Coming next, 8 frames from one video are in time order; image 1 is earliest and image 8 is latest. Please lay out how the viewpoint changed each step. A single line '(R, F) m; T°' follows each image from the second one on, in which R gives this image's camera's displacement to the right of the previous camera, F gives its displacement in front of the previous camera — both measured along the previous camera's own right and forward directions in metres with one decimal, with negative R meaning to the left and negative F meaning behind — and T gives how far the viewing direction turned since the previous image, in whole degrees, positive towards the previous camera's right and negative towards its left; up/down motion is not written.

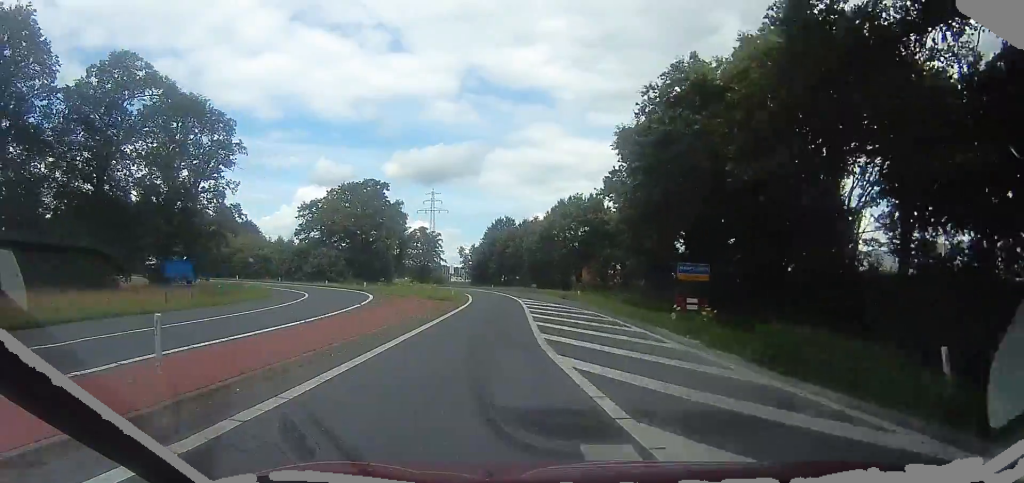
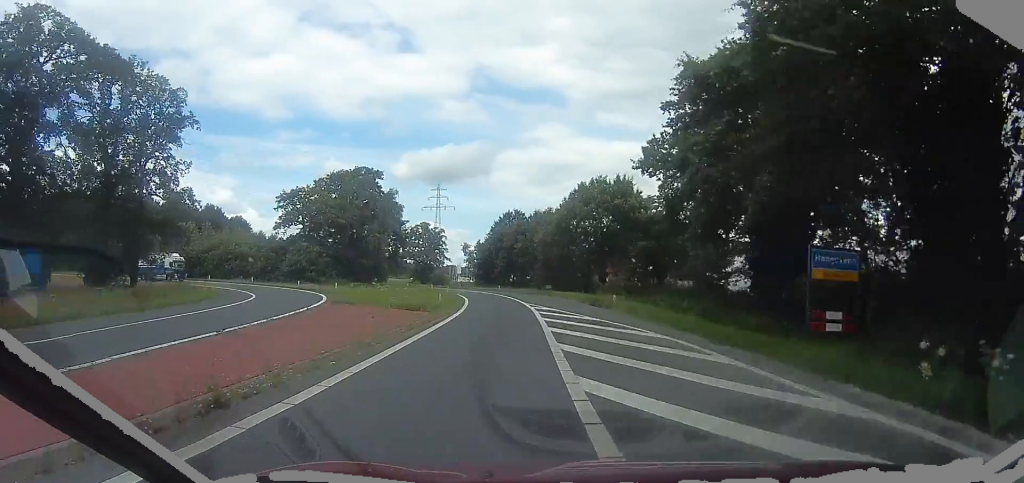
(-0.2, +10.7) m; -1°
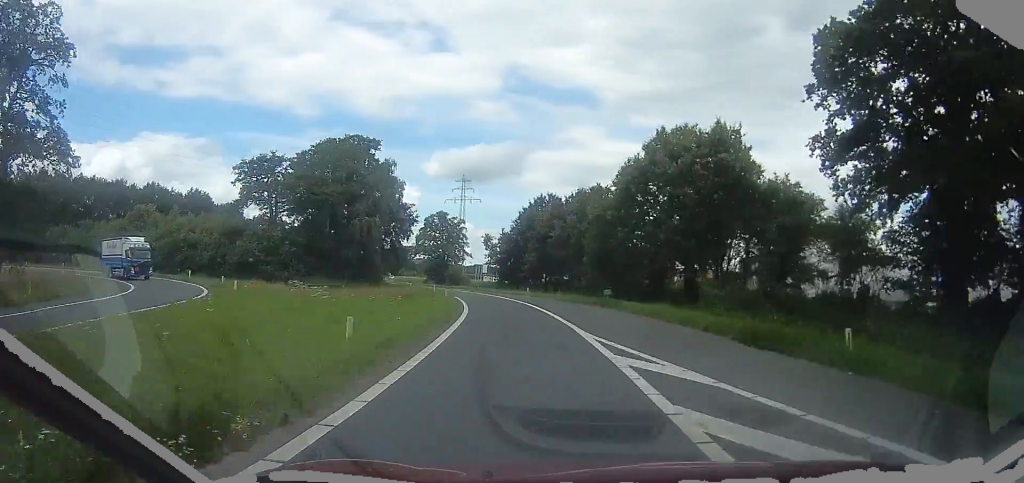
(+0.1, +18.3) m; -4°
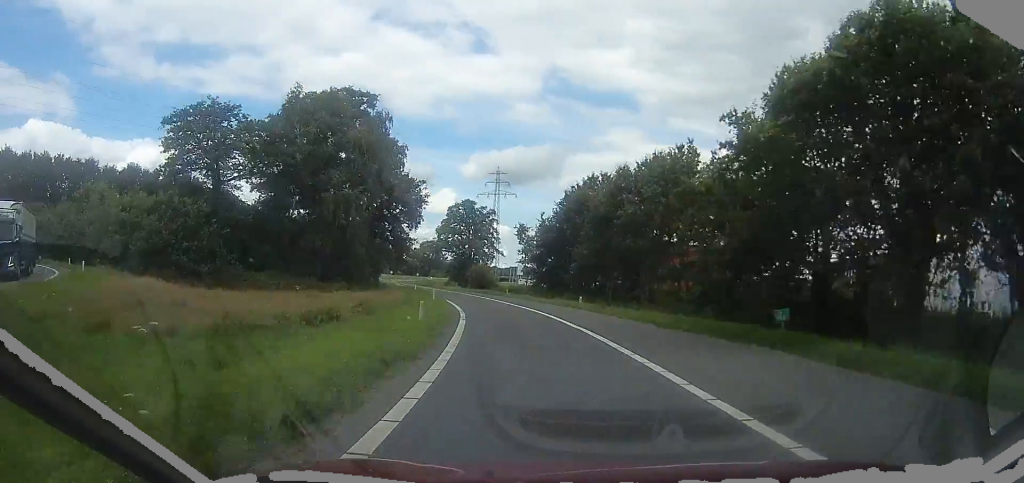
(-1.2, +17.3) m; -5°
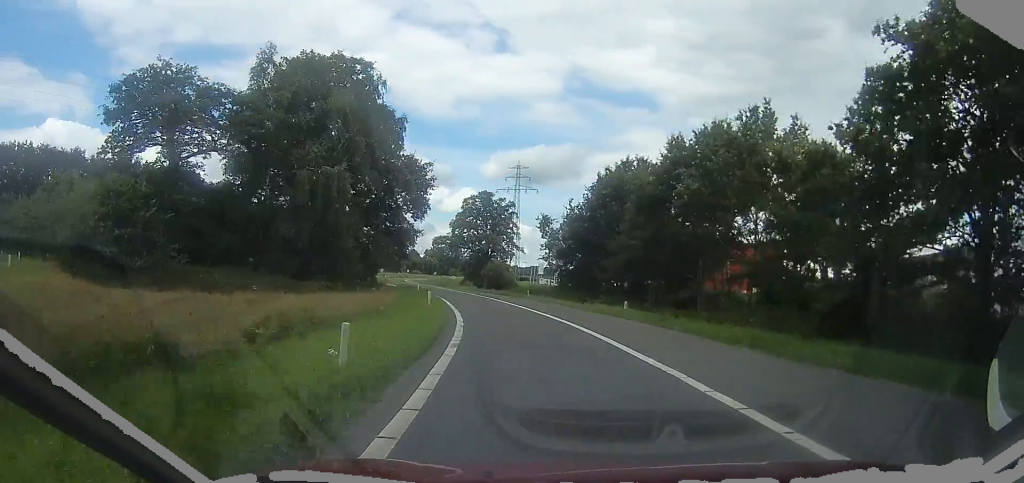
(-0.1, +7.8) m; -1°
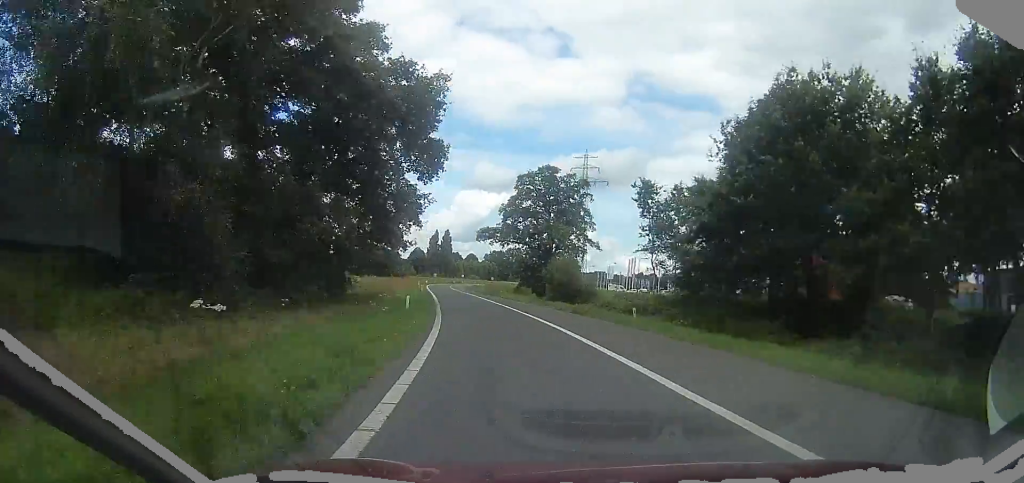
(-0.5, +21.0) m; -5°
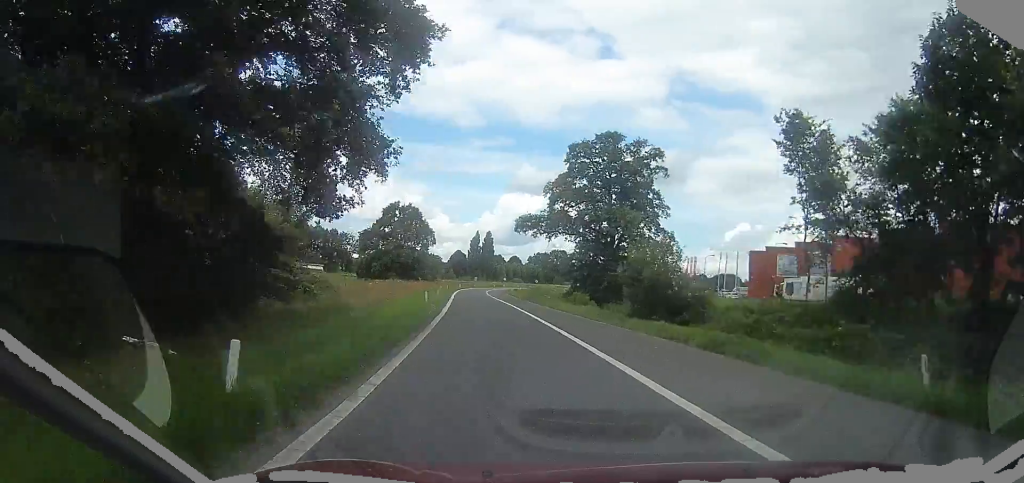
(-0.7, +14.0) m; -4°
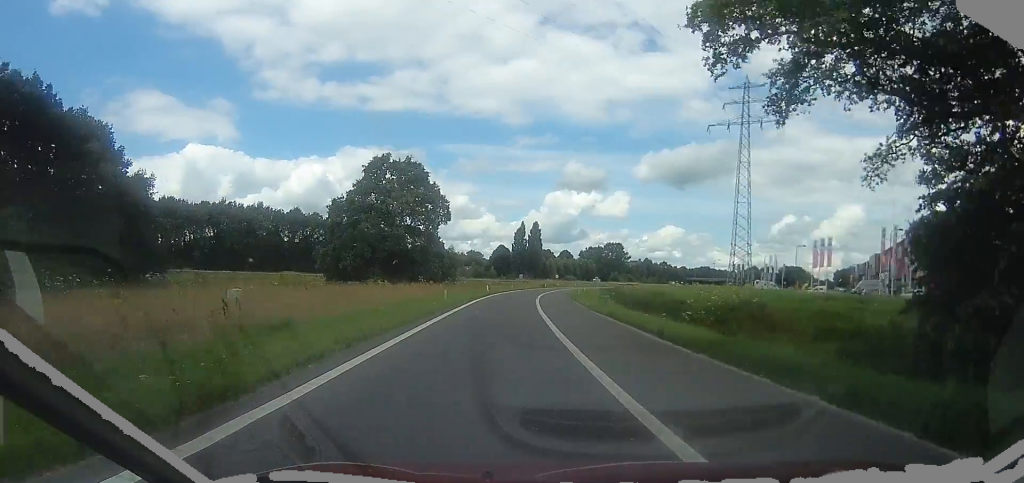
(-2.9, +38.5) m; -8°
